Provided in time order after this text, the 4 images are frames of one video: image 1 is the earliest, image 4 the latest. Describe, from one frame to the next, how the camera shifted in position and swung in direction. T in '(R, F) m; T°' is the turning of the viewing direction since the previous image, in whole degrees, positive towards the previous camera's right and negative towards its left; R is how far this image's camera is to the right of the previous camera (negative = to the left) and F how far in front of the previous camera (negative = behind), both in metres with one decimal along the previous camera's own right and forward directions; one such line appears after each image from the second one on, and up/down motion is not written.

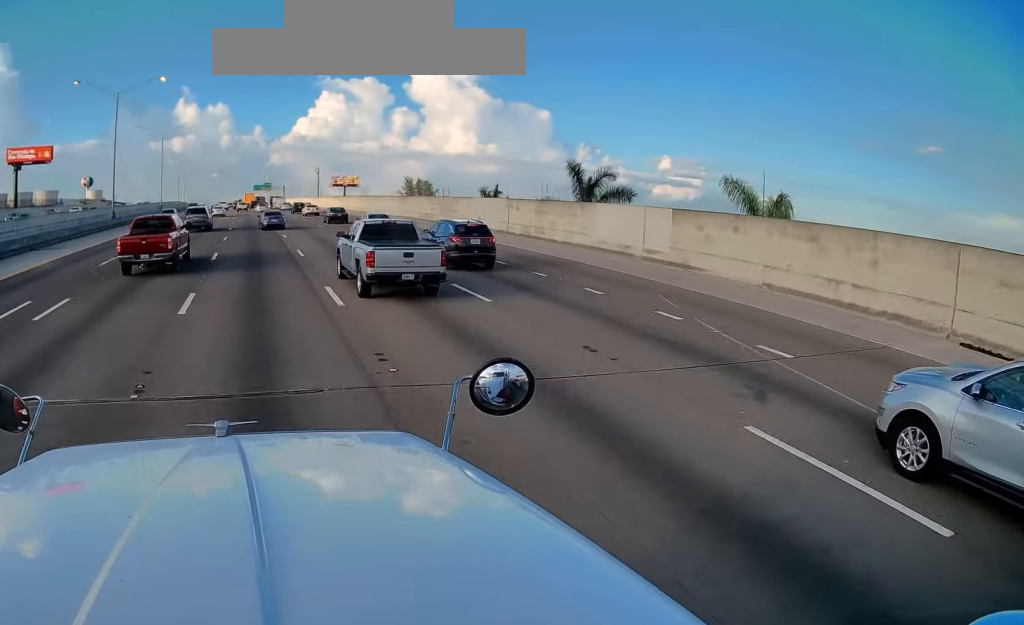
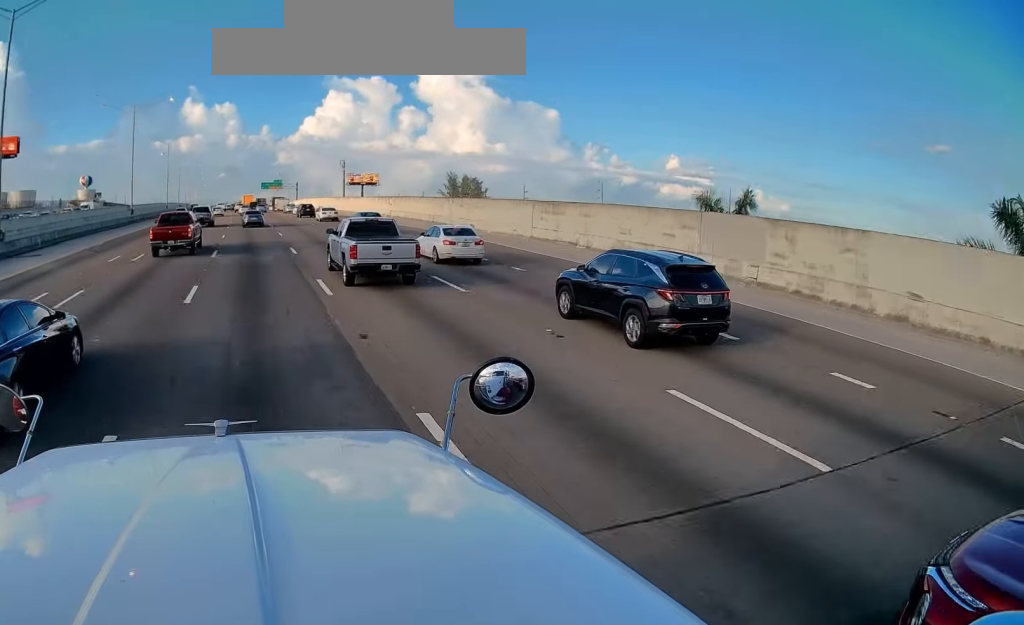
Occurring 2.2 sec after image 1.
(-0.9, +34.9) m; -2°
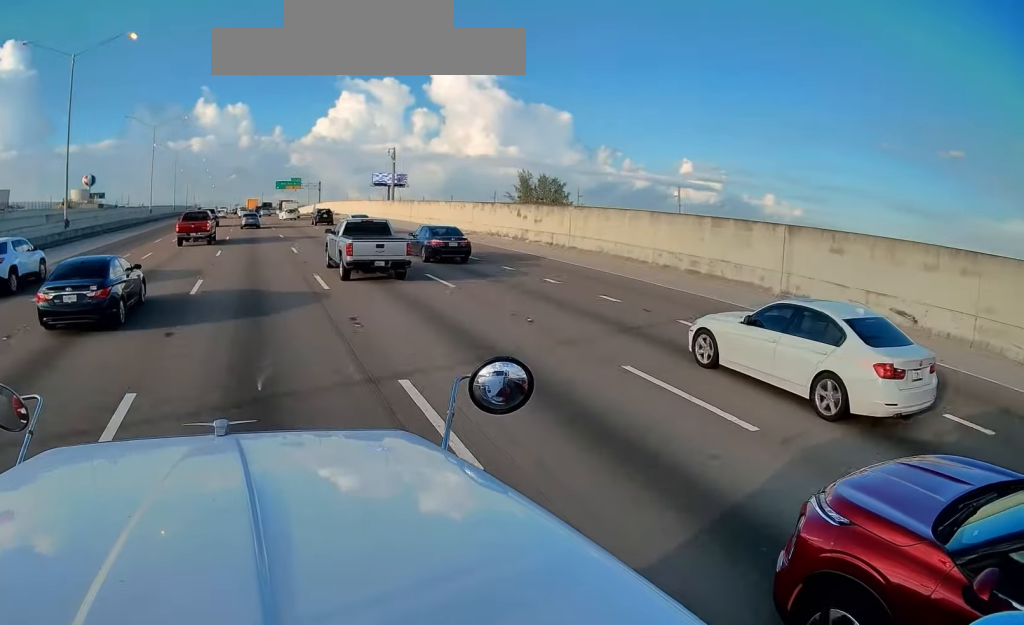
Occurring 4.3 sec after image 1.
(0.0, +35.9) m; 0°
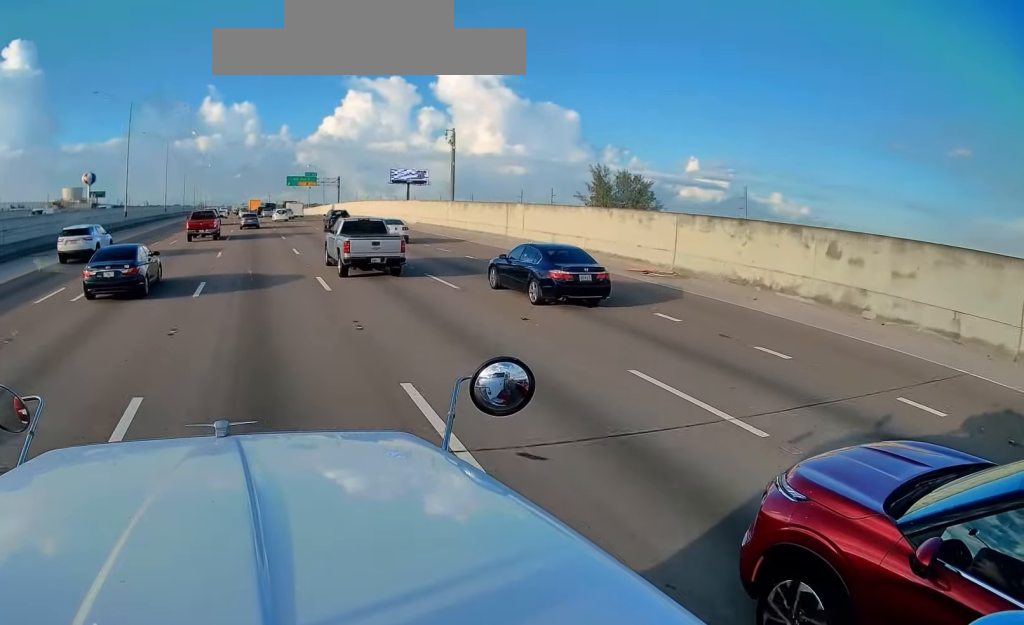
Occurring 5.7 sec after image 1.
(0.0, +24.0) m; -1°
